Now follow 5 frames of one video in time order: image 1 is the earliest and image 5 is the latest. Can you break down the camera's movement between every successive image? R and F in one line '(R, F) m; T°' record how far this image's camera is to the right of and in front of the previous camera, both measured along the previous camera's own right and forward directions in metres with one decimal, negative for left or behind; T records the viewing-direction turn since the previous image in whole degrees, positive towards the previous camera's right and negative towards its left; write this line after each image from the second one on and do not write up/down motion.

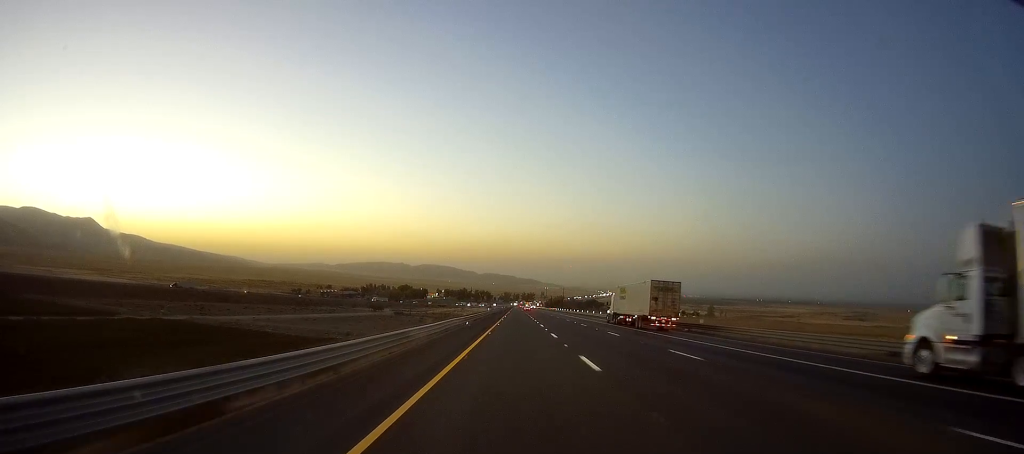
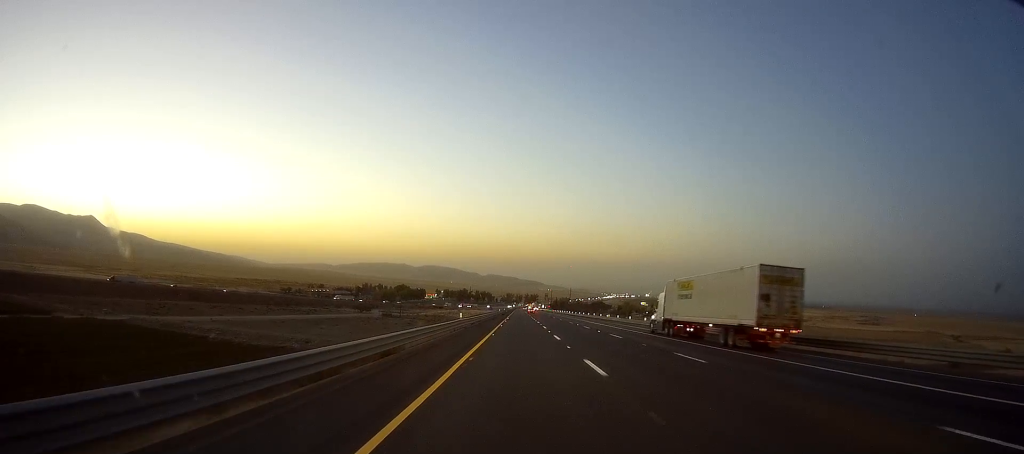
(+0.6, +44.1) m; +1°
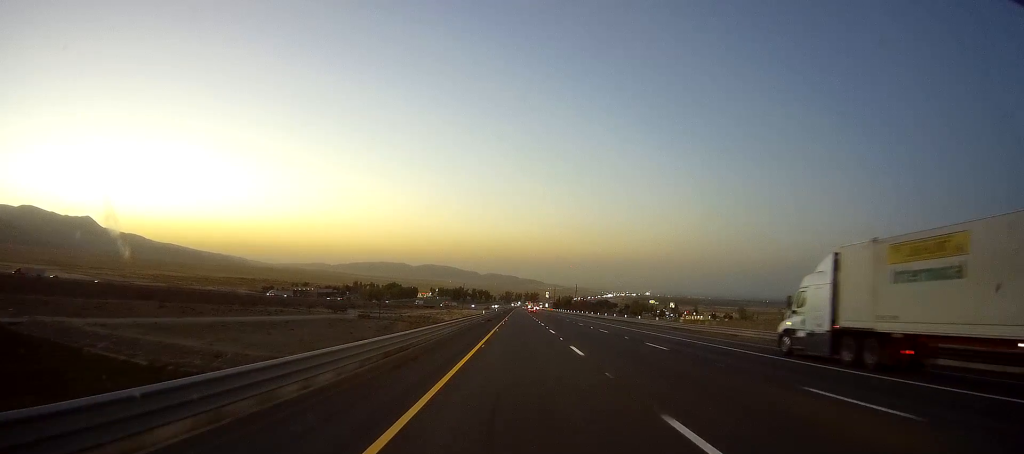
(-1.1, +53.5) m; -1°
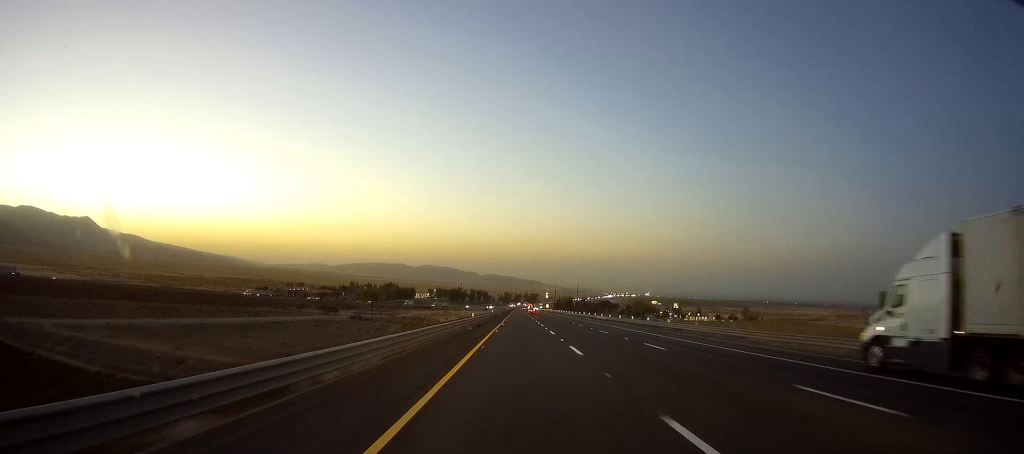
(0.0, +14.7) m; 0°
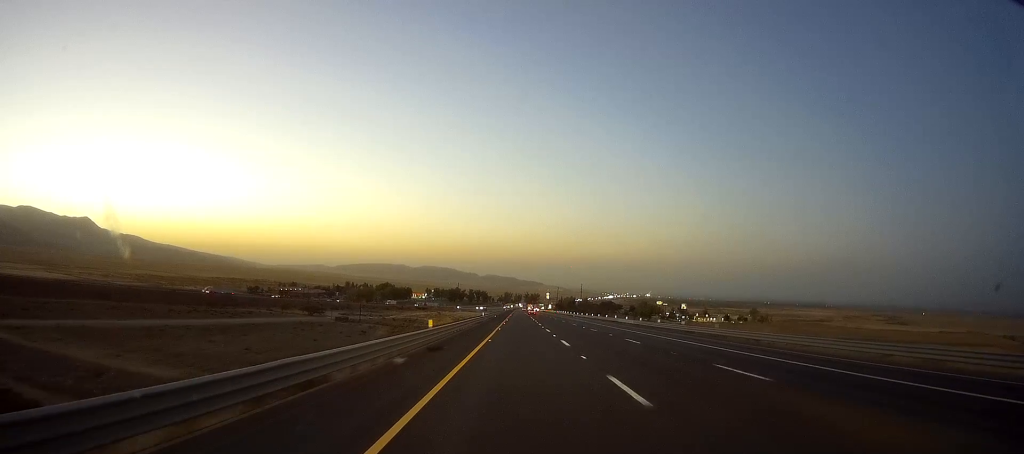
(+0.5, +24.1) m; +1°
